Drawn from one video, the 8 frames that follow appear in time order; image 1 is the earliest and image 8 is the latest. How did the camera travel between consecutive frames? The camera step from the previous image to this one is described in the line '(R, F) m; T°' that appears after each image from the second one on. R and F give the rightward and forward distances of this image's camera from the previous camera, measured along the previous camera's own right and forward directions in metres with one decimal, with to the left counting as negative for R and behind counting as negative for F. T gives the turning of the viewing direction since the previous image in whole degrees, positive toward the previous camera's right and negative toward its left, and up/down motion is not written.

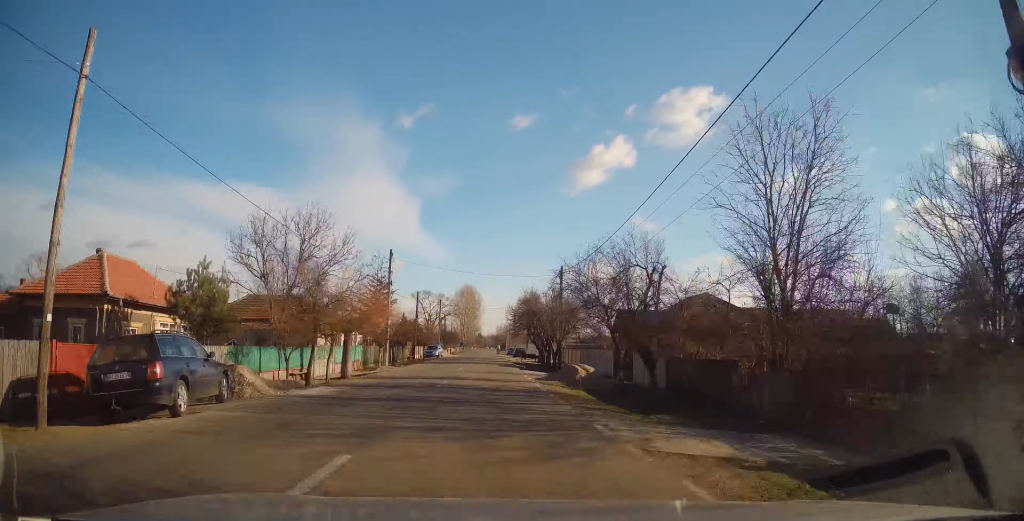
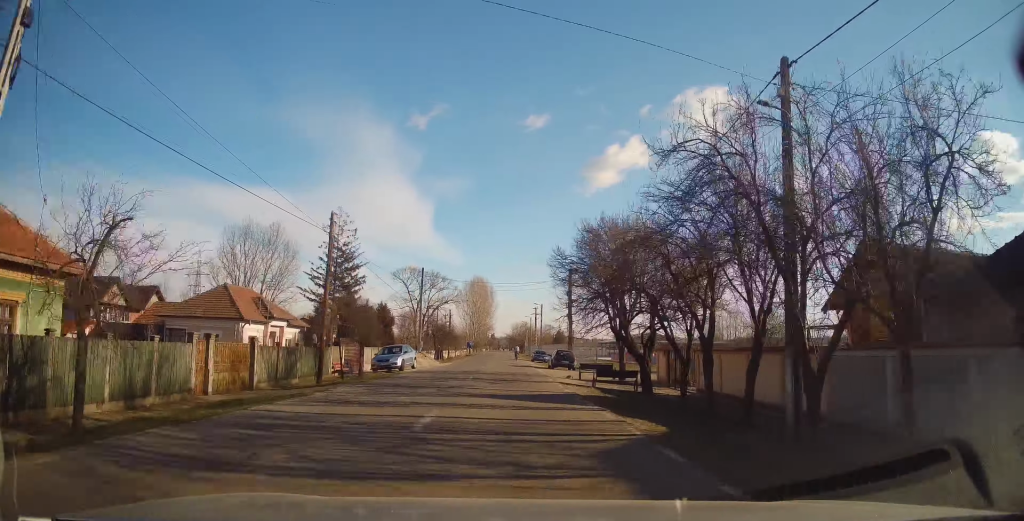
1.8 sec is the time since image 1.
(-0.9, +32.5) m; -2°
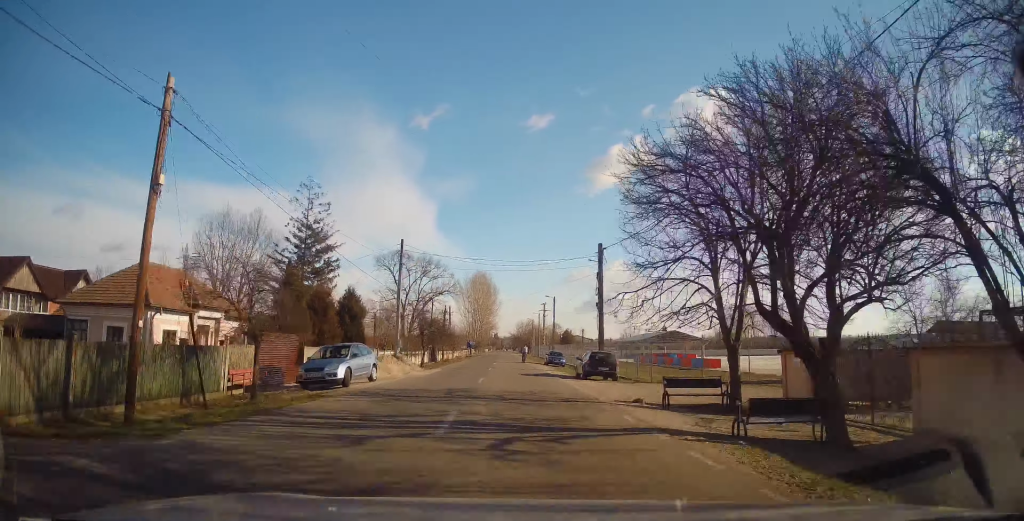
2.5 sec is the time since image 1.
(0.0, +12.0) m; 0°
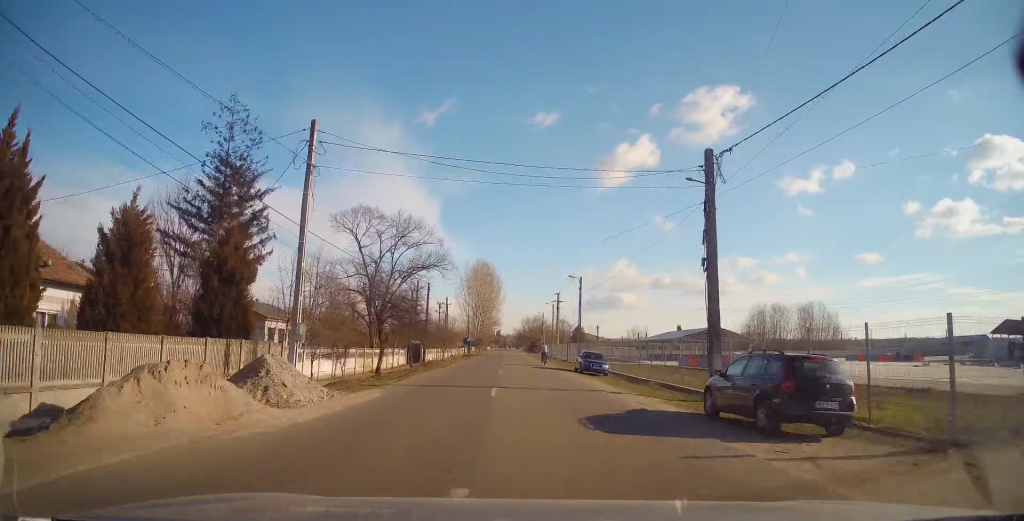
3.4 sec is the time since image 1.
(-0.1, +17.7) m; 0°
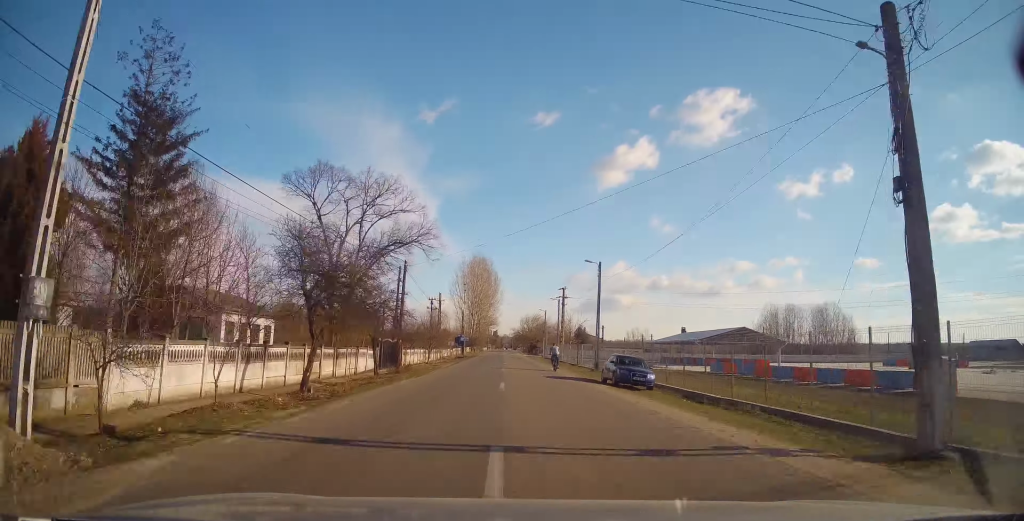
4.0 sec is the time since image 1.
(0.0, +9.7) m; 0°
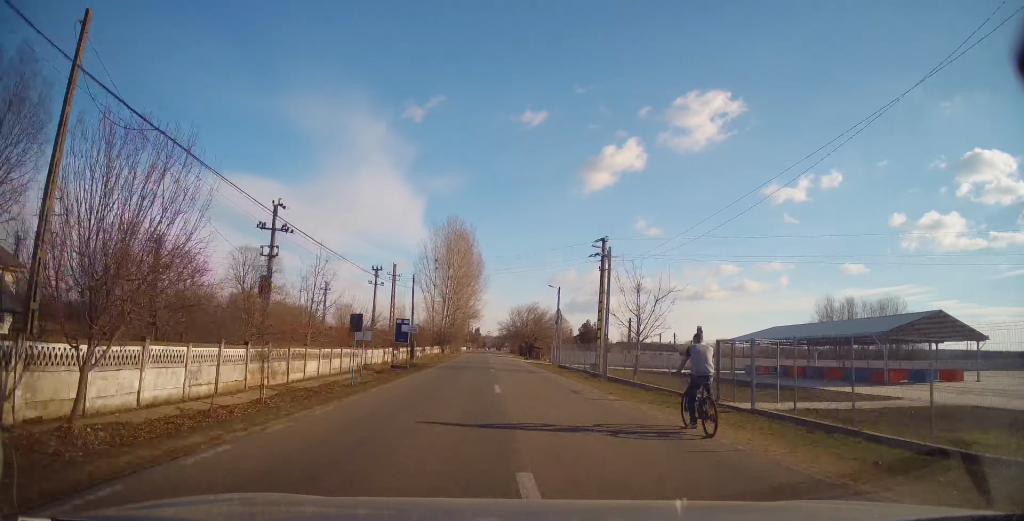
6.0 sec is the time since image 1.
(+0.2, +37.0) m; +2°
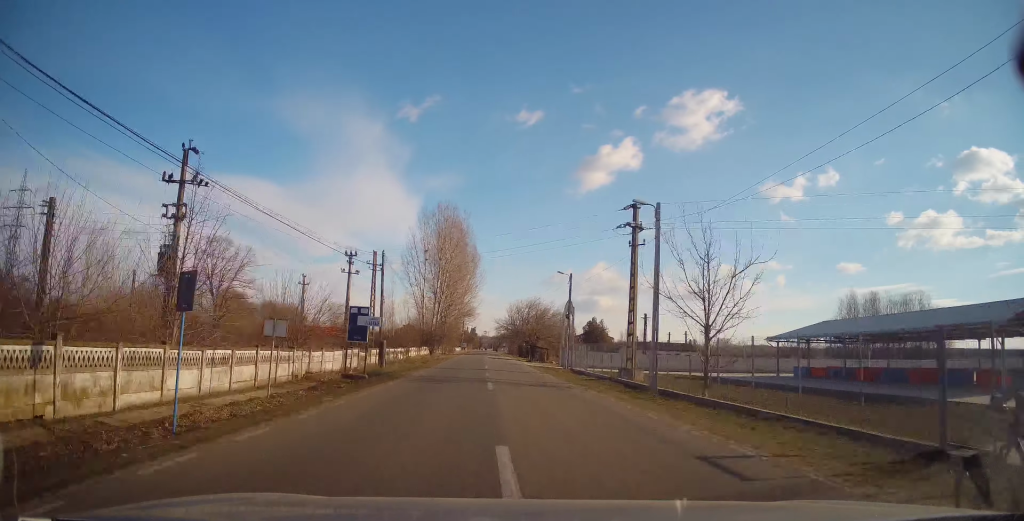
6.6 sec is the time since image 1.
(+0.4, +10.9) m; 0°
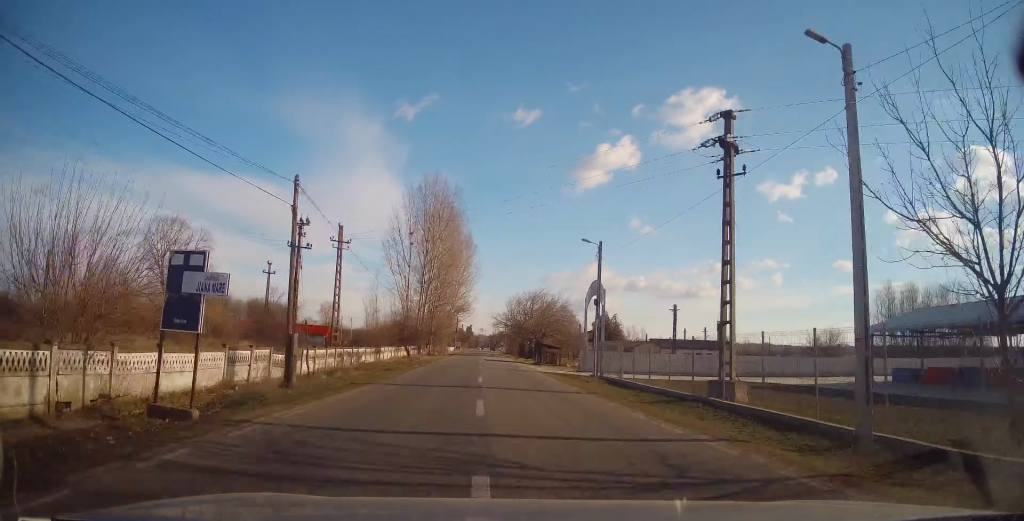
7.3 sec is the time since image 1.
(-0.2, +13.6) m; 0°
